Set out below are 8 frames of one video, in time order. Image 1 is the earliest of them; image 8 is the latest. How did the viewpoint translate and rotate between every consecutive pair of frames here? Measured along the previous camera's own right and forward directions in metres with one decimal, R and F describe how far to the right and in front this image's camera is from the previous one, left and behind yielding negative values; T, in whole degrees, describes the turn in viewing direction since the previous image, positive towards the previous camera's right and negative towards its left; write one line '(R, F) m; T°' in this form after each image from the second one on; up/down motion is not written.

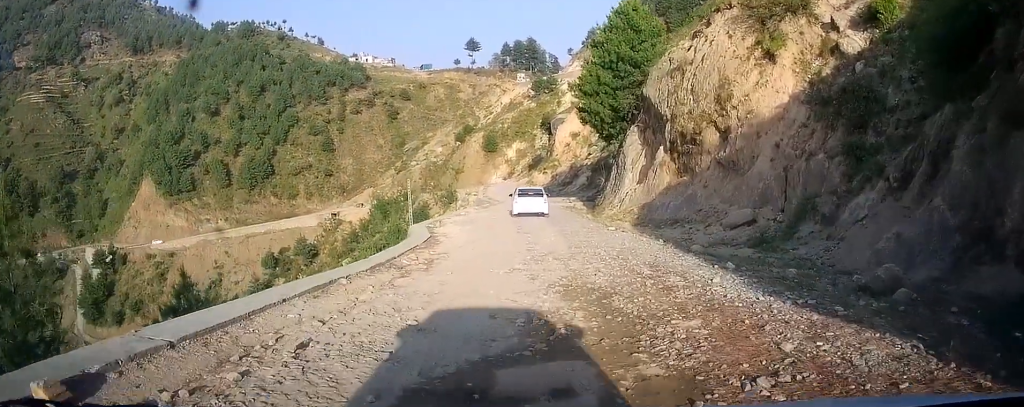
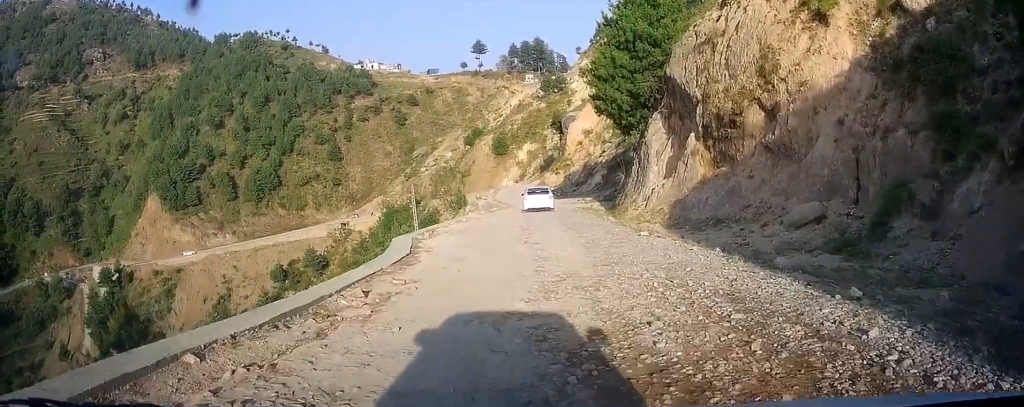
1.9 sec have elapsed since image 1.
(+0.1, +4.9) m; +2°
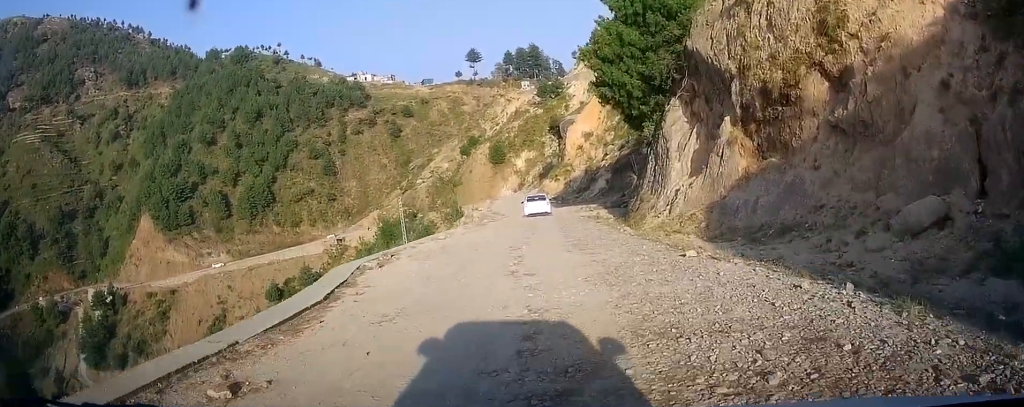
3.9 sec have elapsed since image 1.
(+0.1, +5.3) m; -1°
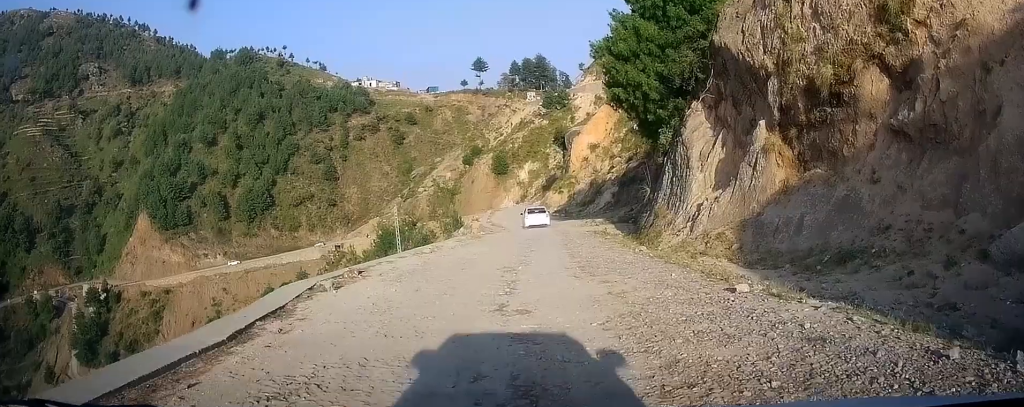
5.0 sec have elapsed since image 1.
(+0.1, +2.7) m; -2°
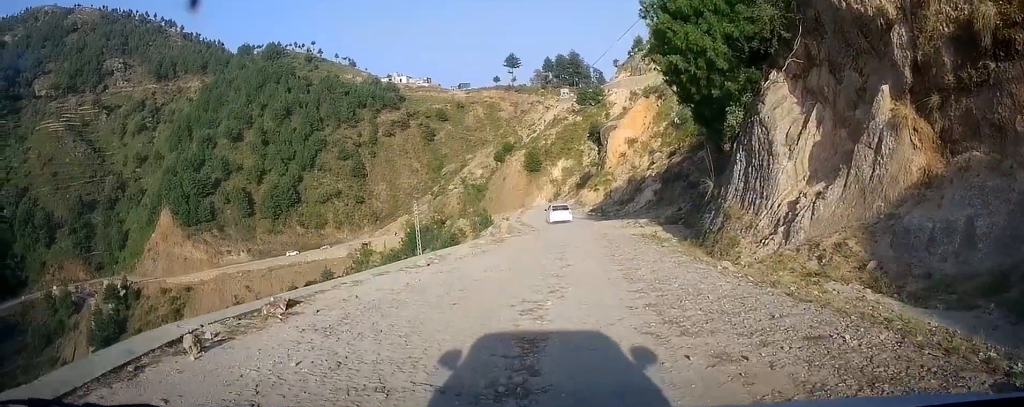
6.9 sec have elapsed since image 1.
(-0.4, +5.1) m; -3°
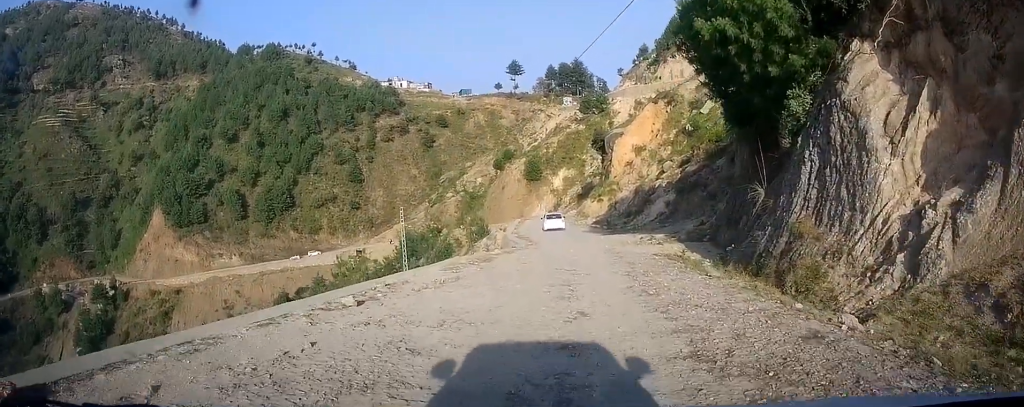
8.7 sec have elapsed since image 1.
(0.0, +5.0) m; -2°
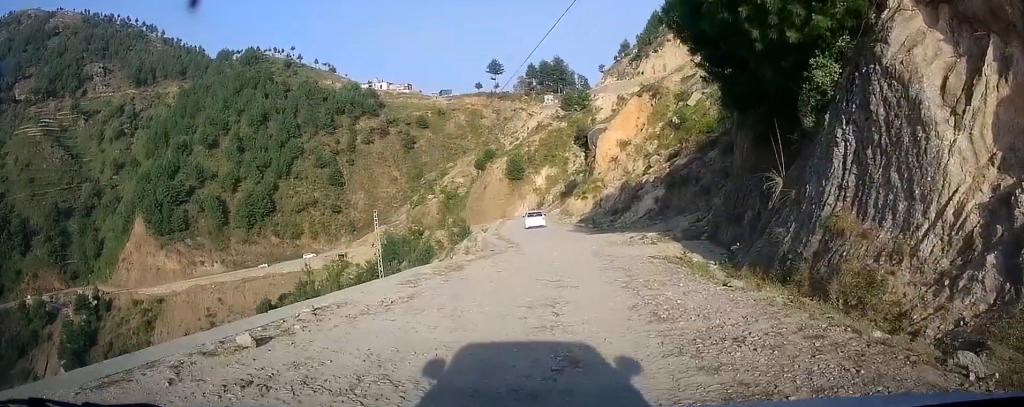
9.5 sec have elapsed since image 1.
(-0.1, +2.6) m; +1°
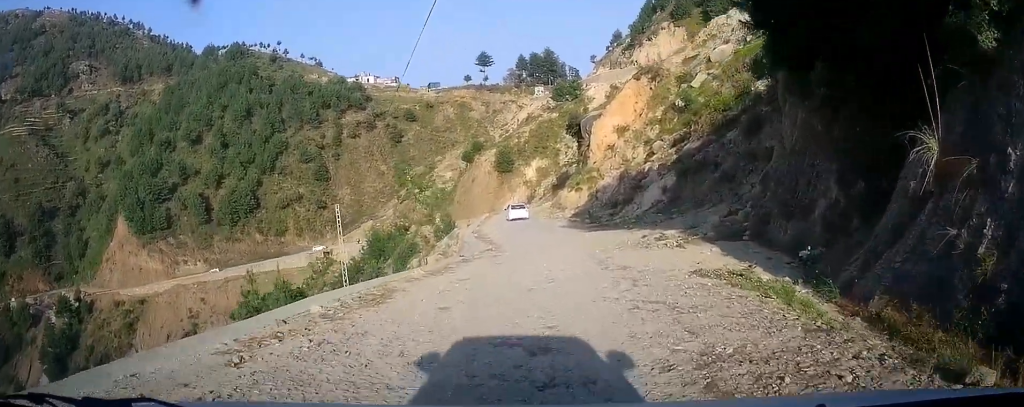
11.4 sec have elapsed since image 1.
(0.0, +5.7) m; +4°
